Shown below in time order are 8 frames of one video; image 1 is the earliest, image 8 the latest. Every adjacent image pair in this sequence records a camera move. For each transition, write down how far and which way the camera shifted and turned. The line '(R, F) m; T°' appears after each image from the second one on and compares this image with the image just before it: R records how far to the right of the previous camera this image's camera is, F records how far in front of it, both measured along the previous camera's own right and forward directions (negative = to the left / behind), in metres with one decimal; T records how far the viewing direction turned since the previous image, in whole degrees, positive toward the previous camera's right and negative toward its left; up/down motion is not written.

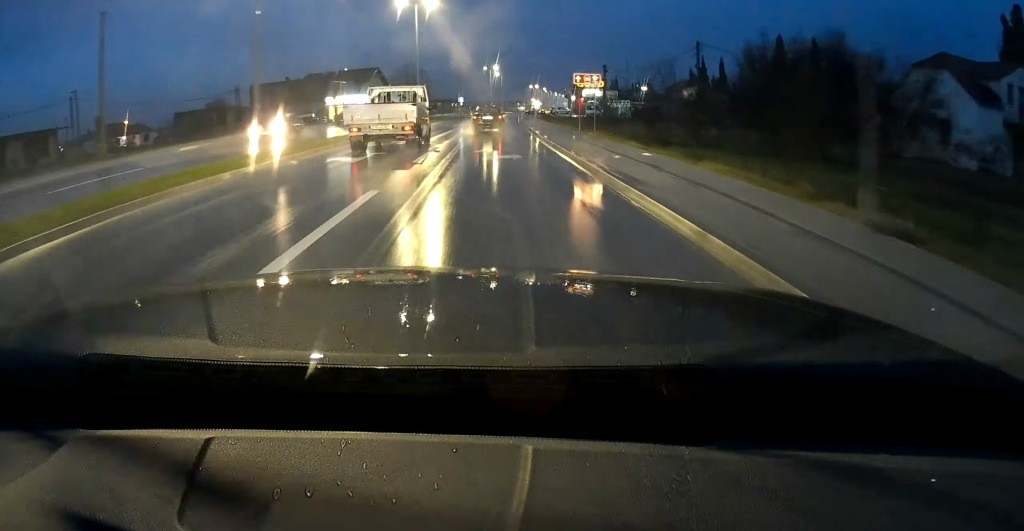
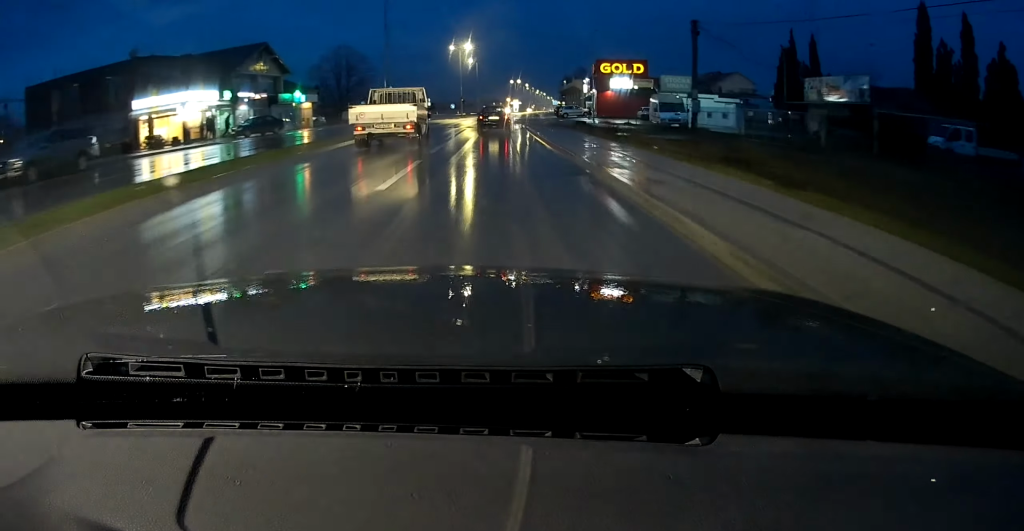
(+1.0, +48.2) m; +3°
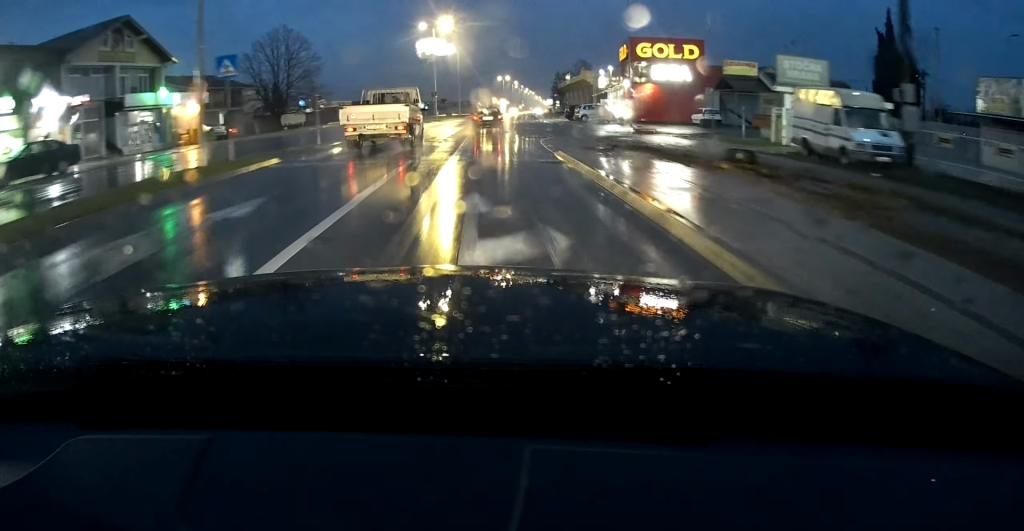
(+0.3, +25.1) m; +1°
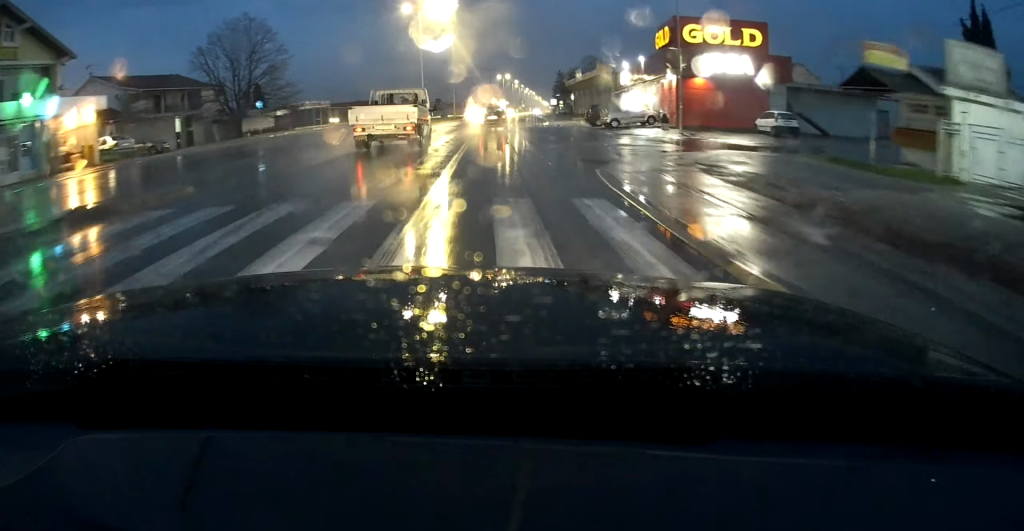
(0.0, +13.2) m; 0°
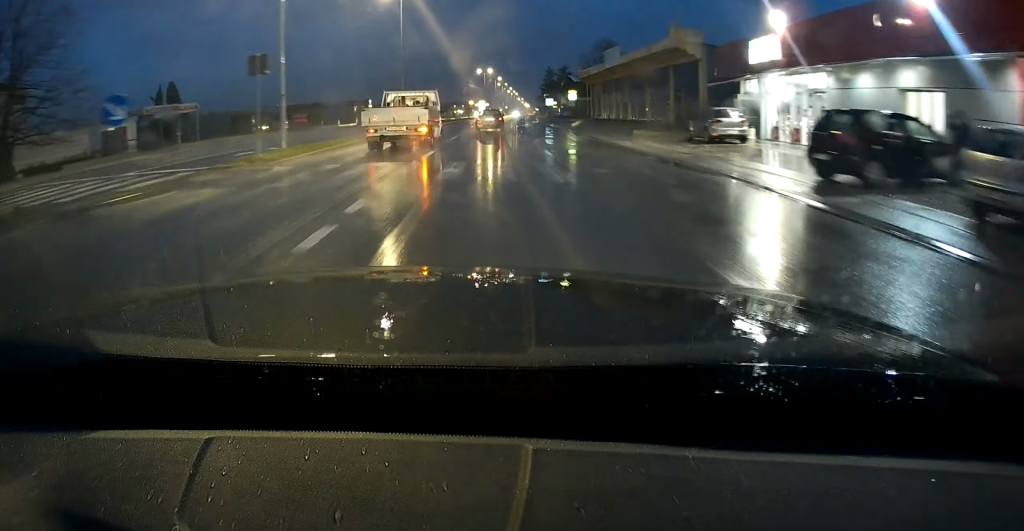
(+0.8, +35.3) m; +3°
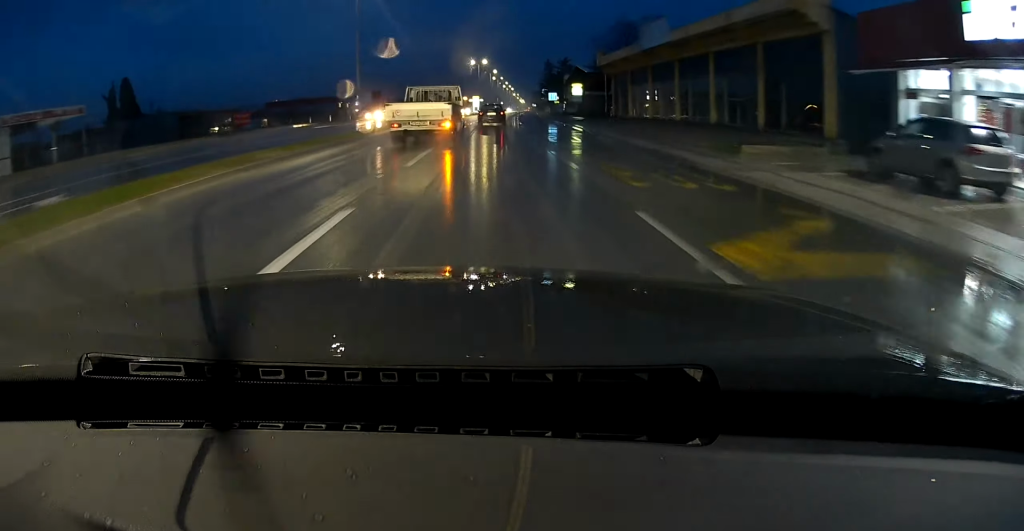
(+0.4, +15.1) m; +1°
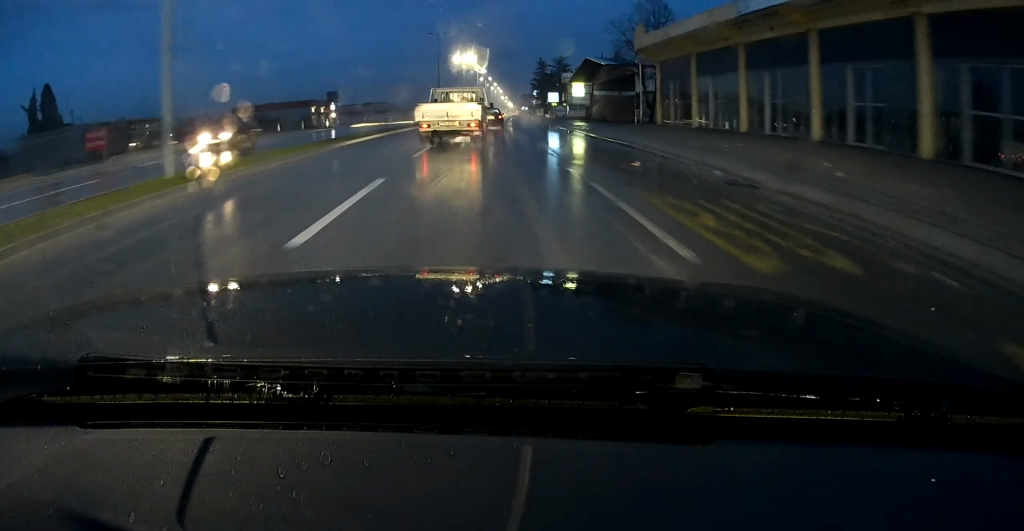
(+0.1, +18.5) m; 0°
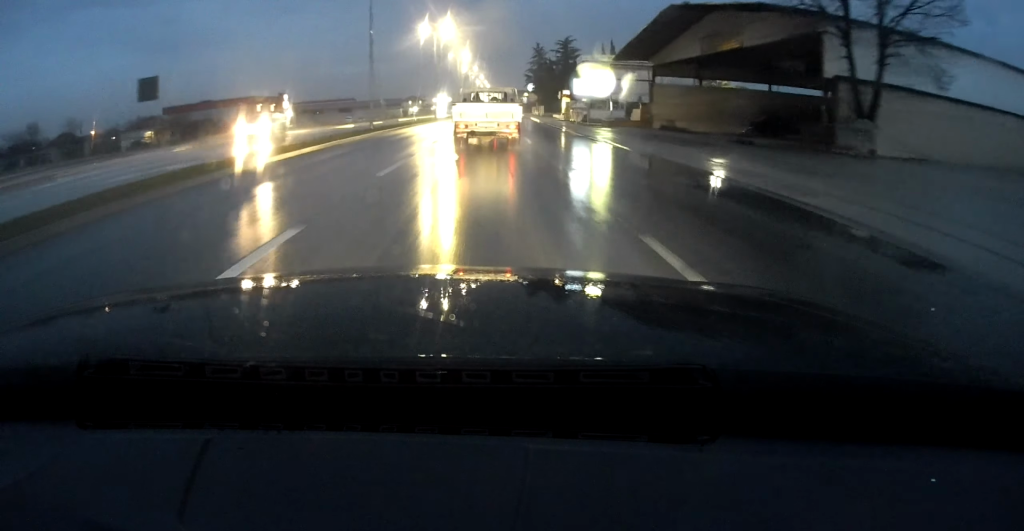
(0.0, +35.7) m; +1°
